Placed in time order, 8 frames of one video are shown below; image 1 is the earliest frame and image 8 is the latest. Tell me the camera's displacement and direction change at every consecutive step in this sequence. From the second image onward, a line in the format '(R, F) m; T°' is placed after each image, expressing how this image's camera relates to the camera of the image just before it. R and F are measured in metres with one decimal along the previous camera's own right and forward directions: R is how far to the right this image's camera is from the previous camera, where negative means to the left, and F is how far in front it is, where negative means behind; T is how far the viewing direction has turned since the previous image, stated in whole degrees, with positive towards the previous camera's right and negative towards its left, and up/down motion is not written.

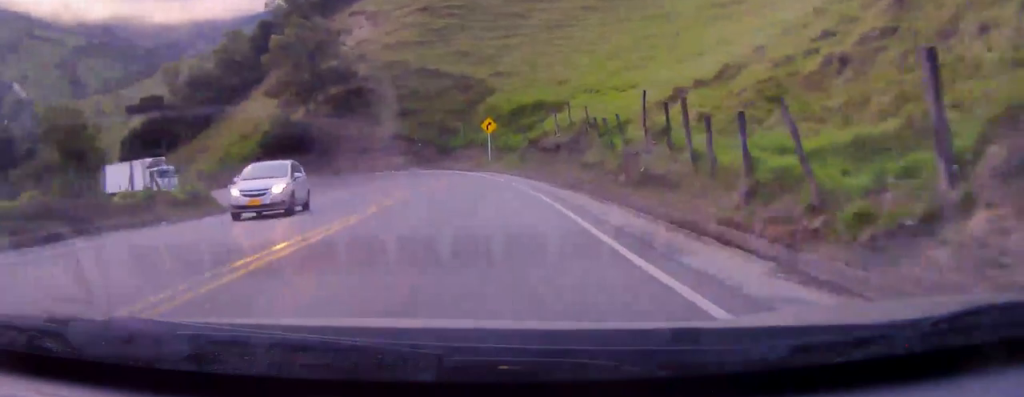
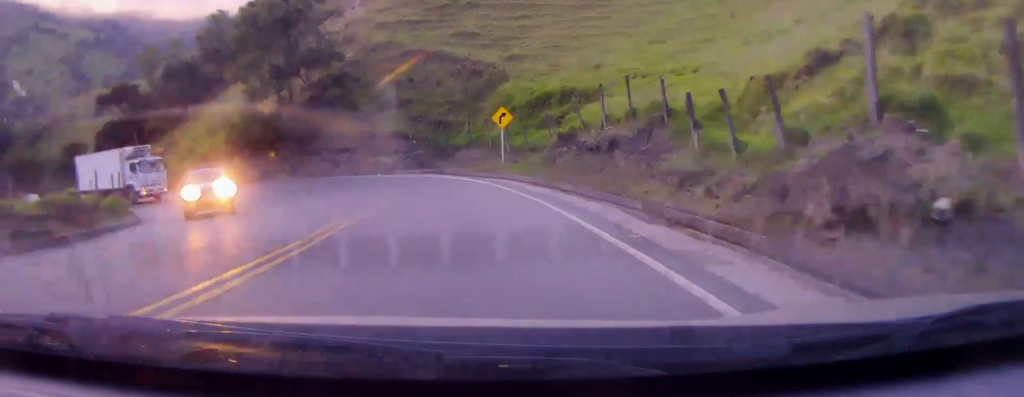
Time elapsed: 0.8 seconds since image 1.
(+0.1, +9.7) m; 0°
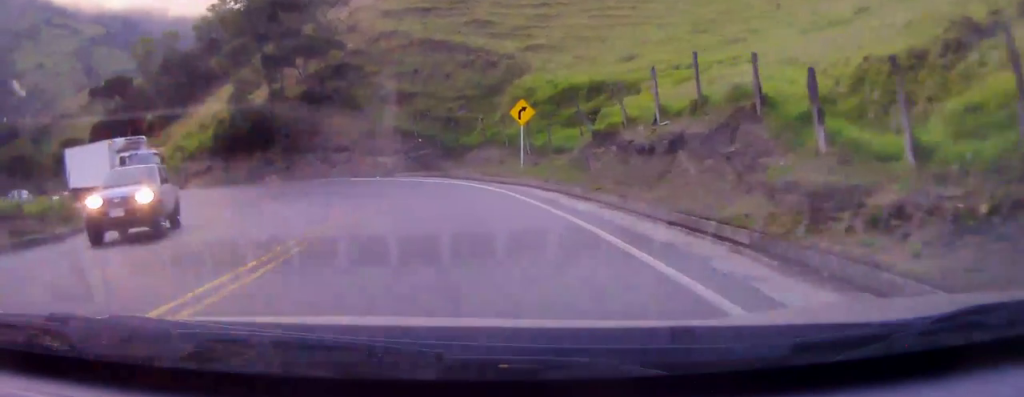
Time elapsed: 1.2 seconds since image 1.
(+0.2, +5.1) m; -1°
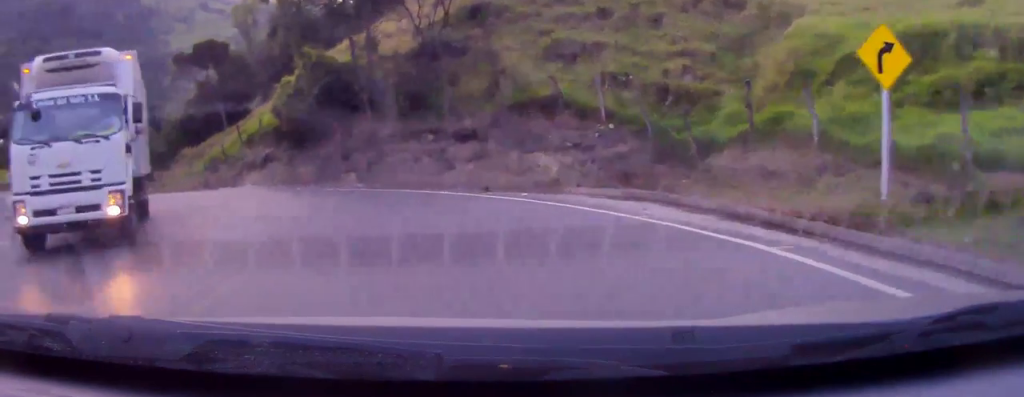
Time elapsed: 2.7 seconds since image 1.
(-1.5, +16.9) m; -15°
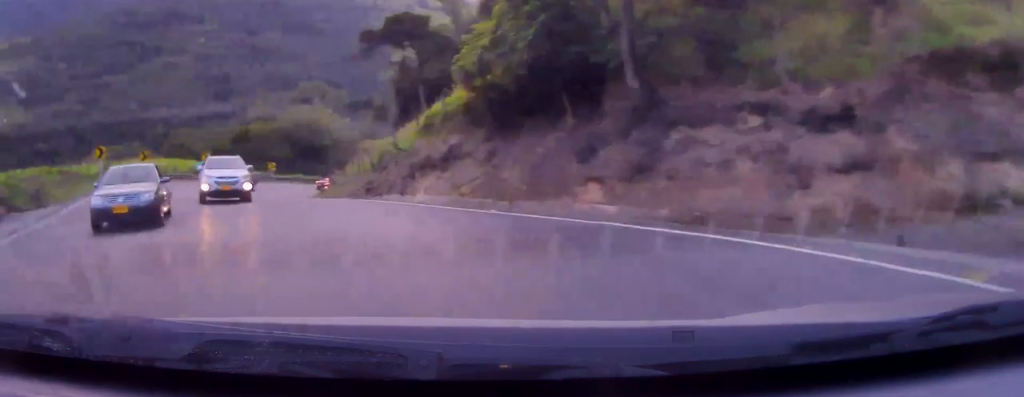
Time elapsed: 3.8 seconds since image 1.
(-1.8, +10.8) m; -20°
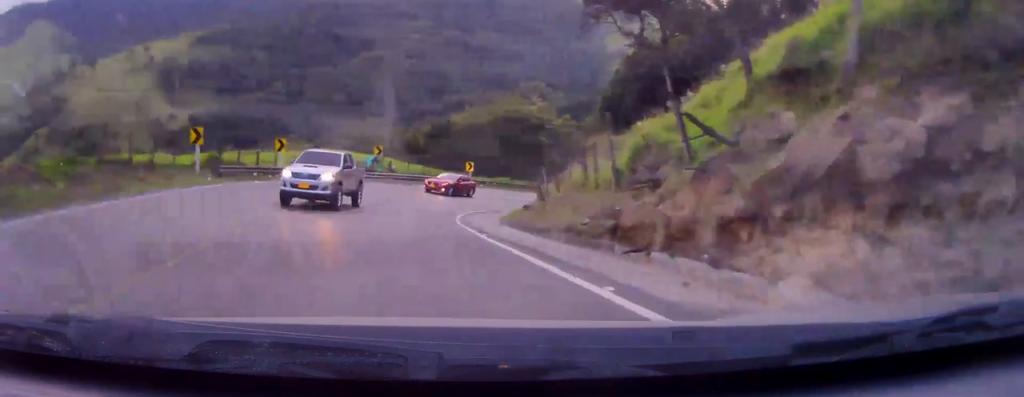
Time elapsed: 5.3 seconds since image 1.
(-2.7, +13.4) m; -23°
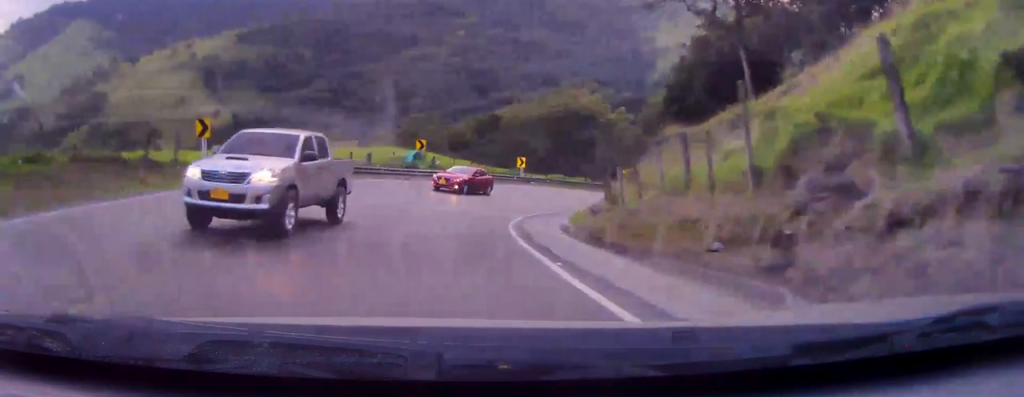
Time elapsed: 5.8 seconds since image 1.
(-0.6, +4.7) m; 0°
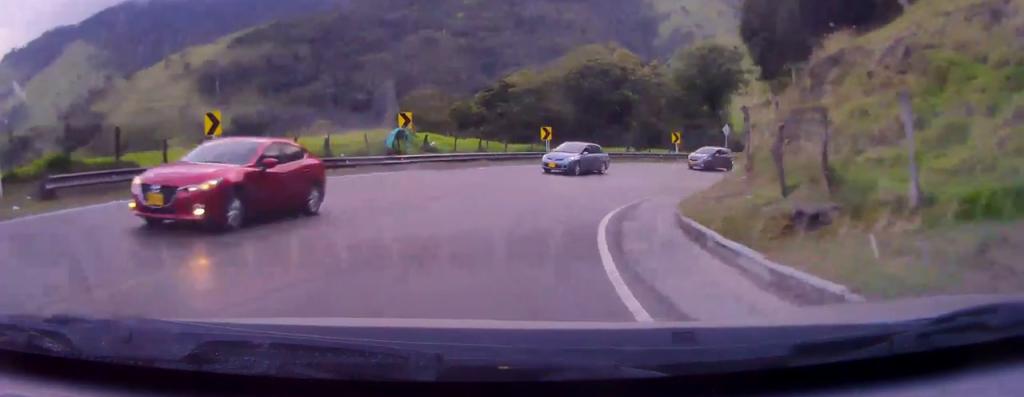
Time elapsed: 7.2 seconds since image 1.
(+0.3, +13.5) m; +7°
